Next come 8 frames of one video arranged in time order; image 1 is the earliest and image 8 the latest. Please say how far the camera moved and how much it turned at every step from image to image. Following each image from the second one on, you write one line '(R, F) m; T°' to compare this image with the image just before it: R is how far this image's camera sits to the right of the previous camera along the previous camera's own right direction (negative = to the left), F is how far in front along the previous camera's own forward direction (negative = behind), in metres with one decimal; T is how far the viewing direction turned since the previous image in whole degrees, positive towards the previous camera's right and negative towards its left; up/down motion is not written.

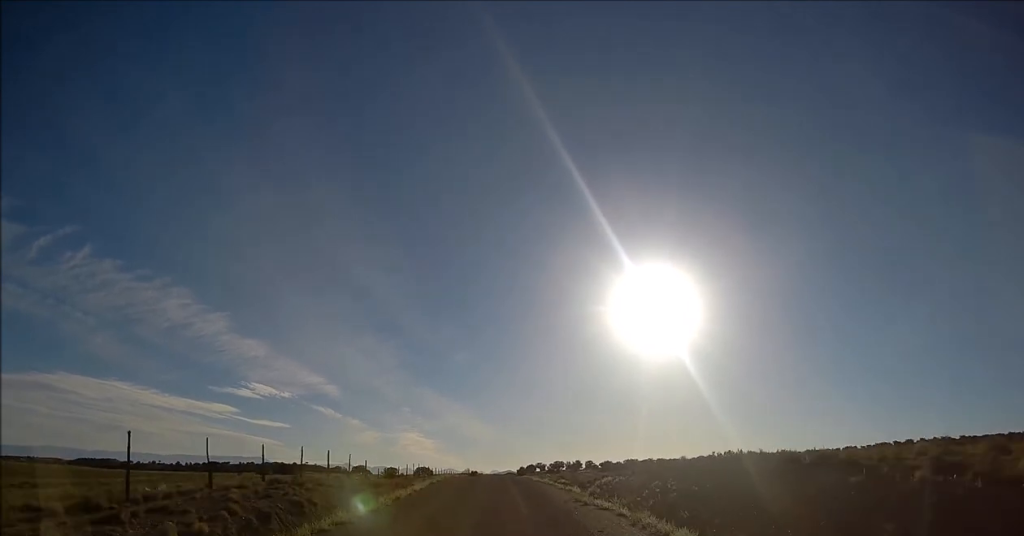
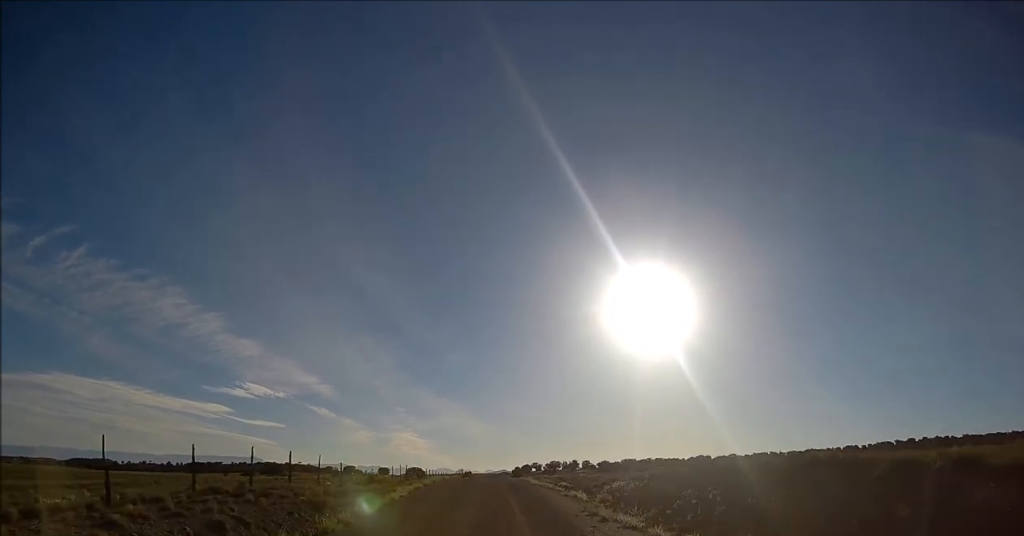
(0.0, +6.7) m; 0°
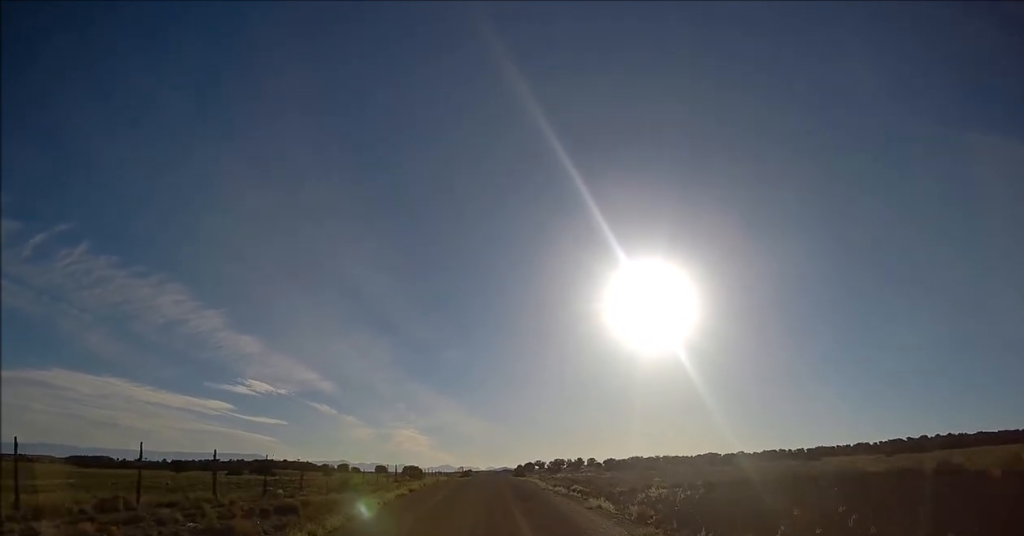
(0.0, +8.9) m; 0°
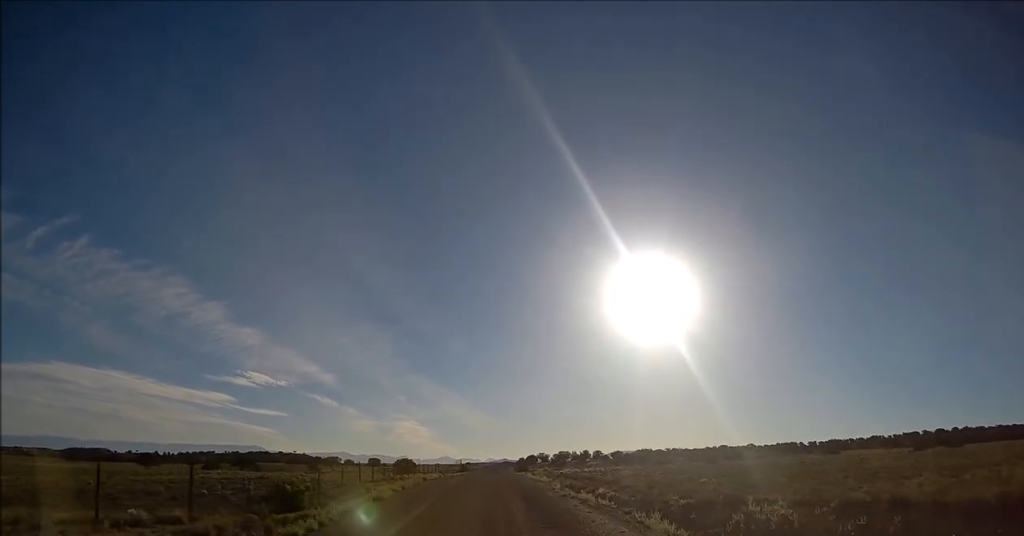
(0.0, +11.9) m; -1°
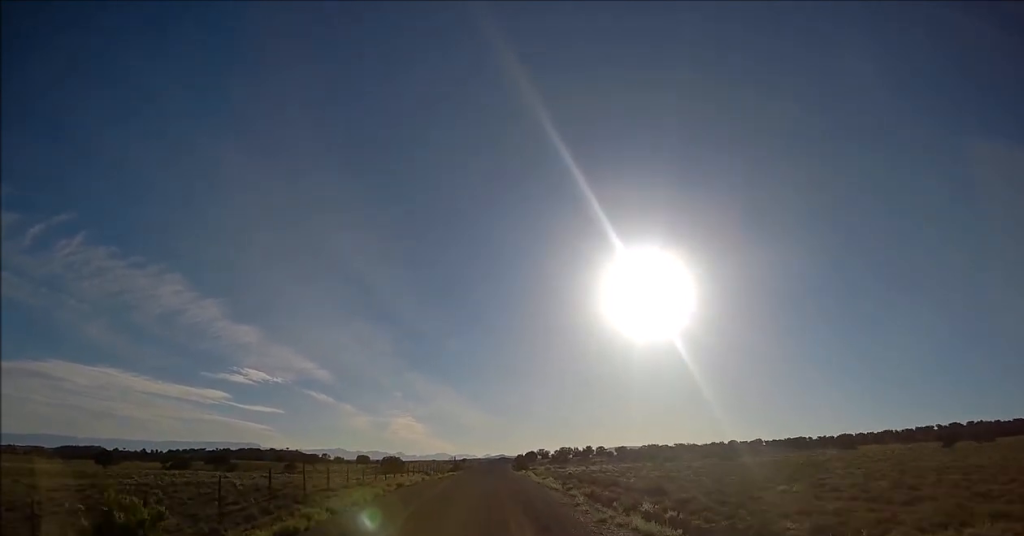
(-0.1, +12.3) m; +1°
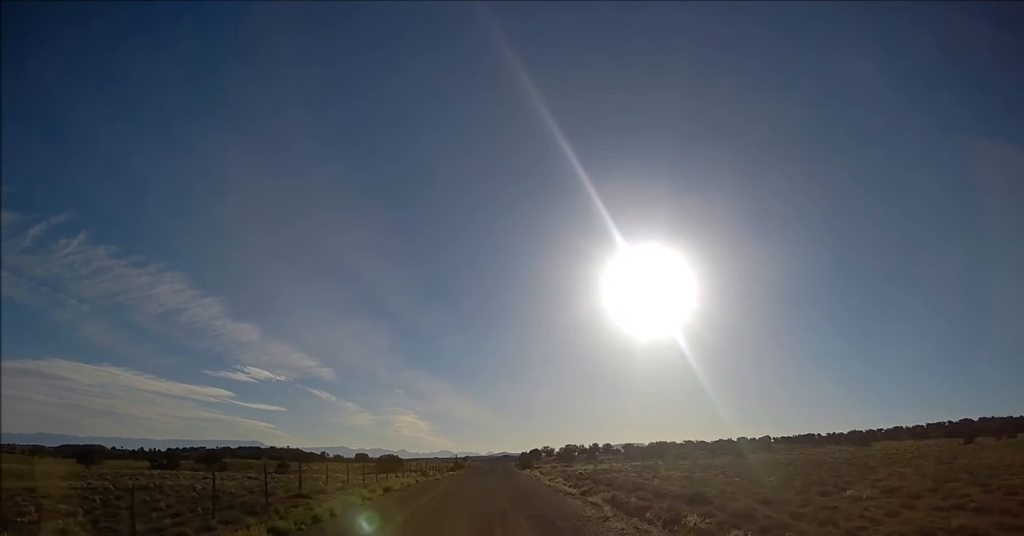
(+0.1, +5.9) m; +1°
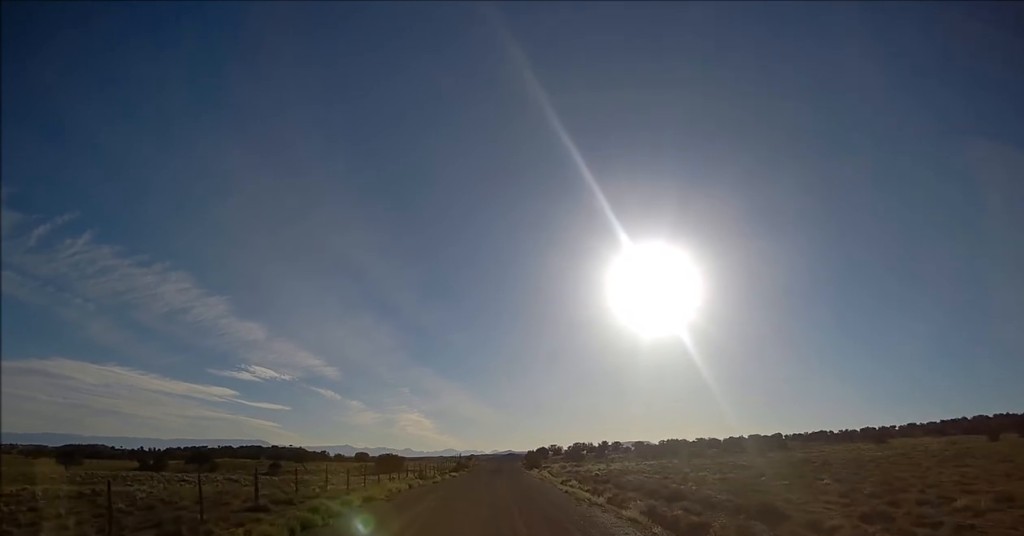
(0.0, +7.2) m; 0°
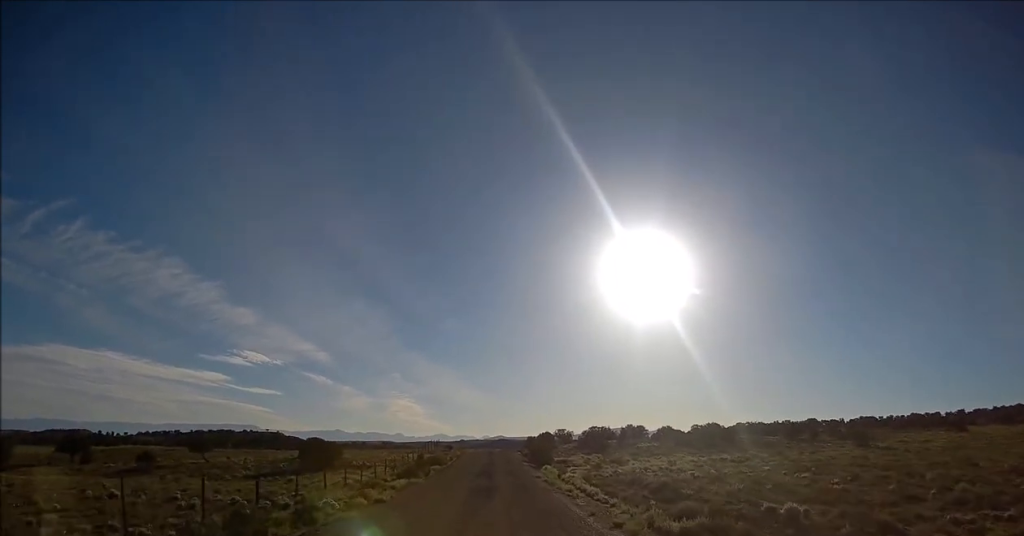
(-0.1, +39.6) m; 0°
